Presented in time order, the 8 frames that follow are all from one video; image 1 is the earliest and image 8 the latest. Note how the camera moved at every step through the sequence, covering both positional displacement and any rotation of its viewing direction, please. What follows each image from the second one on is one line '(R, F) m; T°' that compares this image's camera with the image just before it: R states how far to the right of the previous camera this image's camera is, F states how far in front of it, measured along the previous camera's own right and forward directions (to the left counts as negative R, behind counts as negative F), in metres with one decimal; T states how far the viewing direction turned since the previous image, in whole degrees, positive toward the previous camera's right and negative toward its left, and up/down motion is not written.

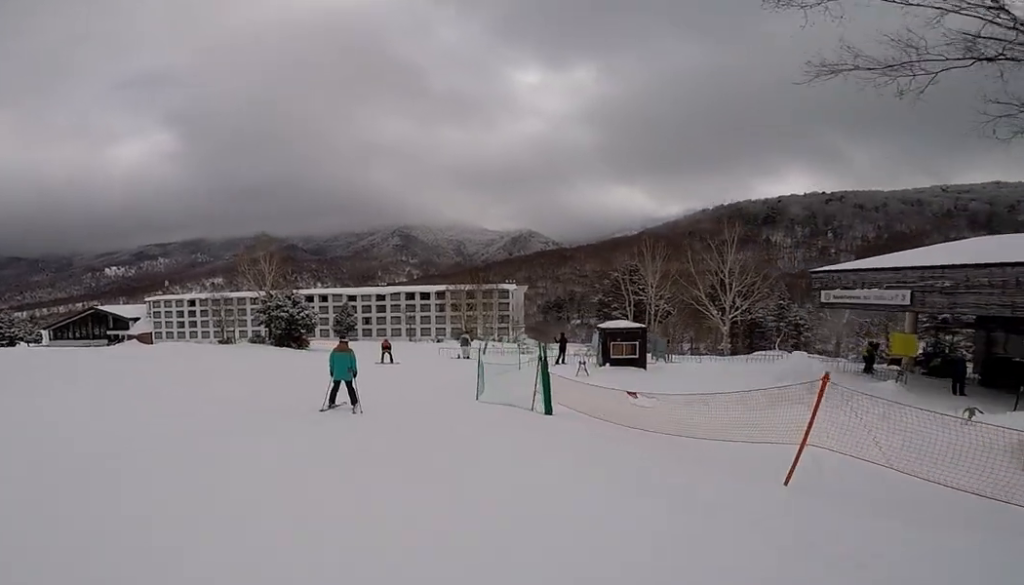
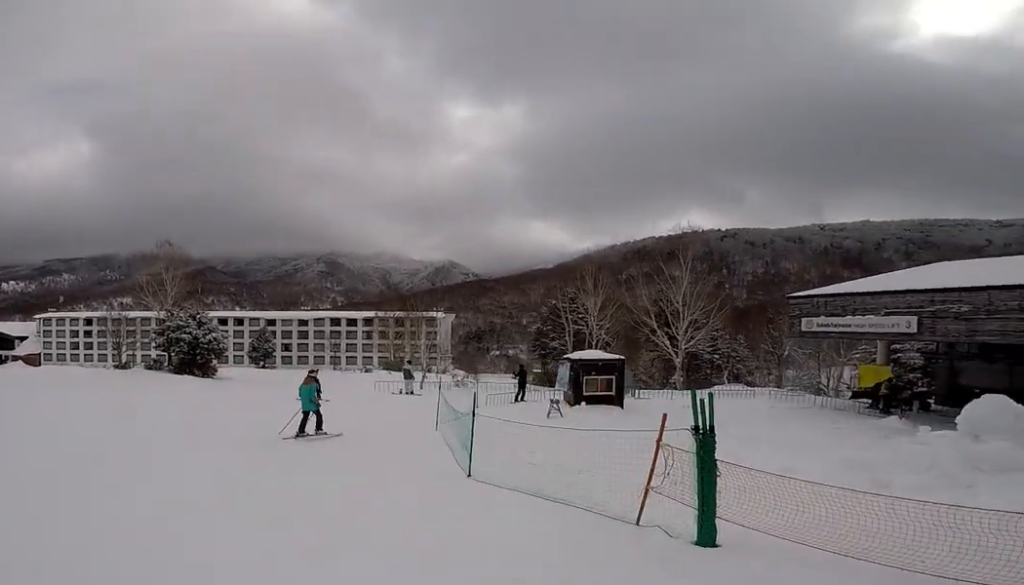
(+0.3, +5.2) m; -6°
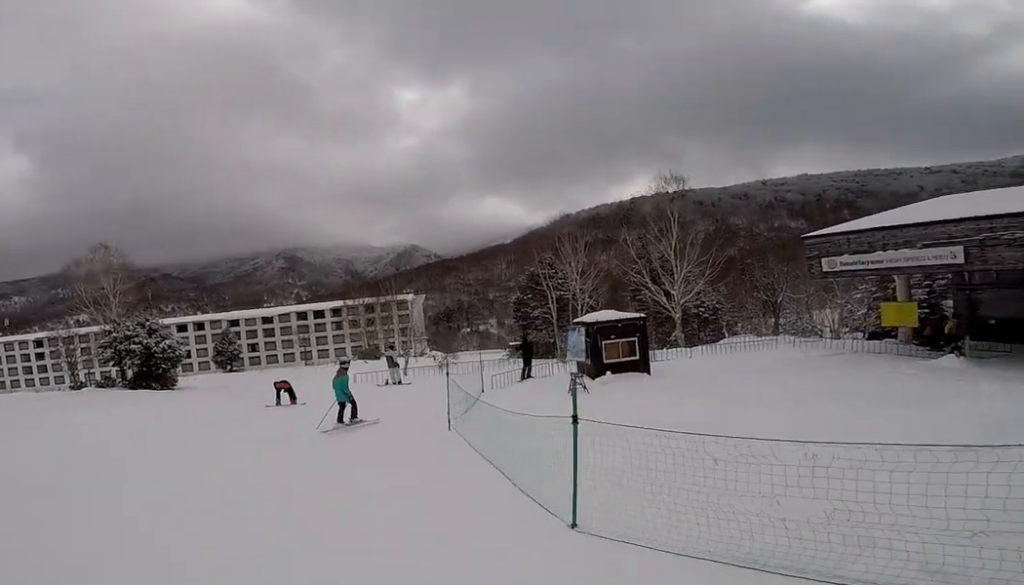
(-0.4, +3.3) m; -1°
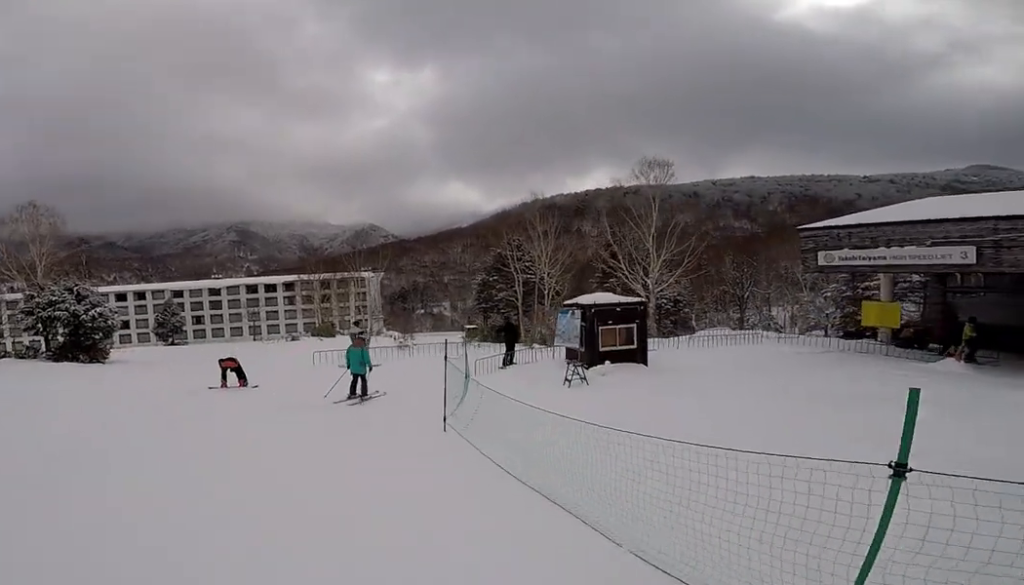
(-0.2, +2.5) m; +12°
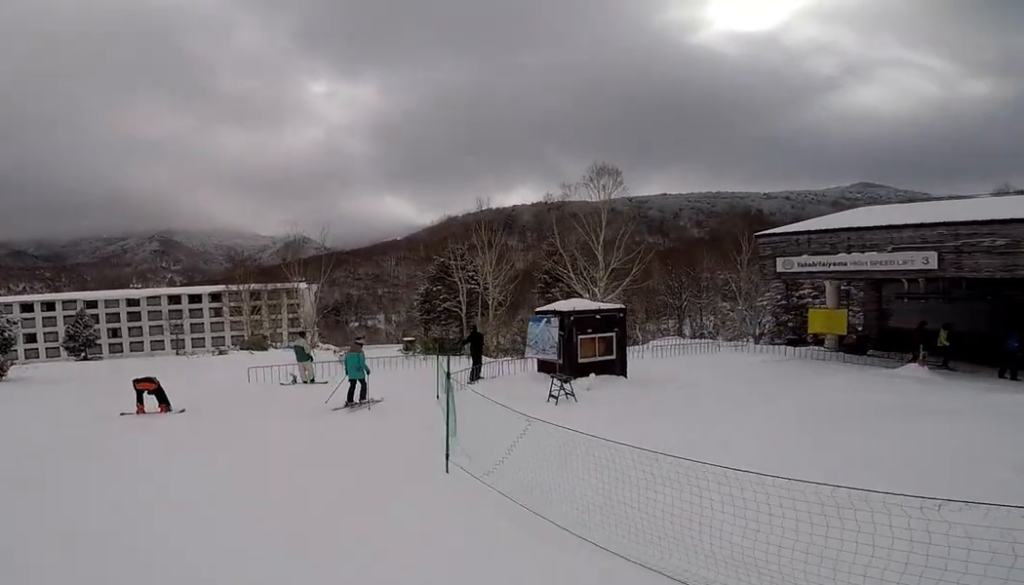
(+0.4, +2.1) m; +7°
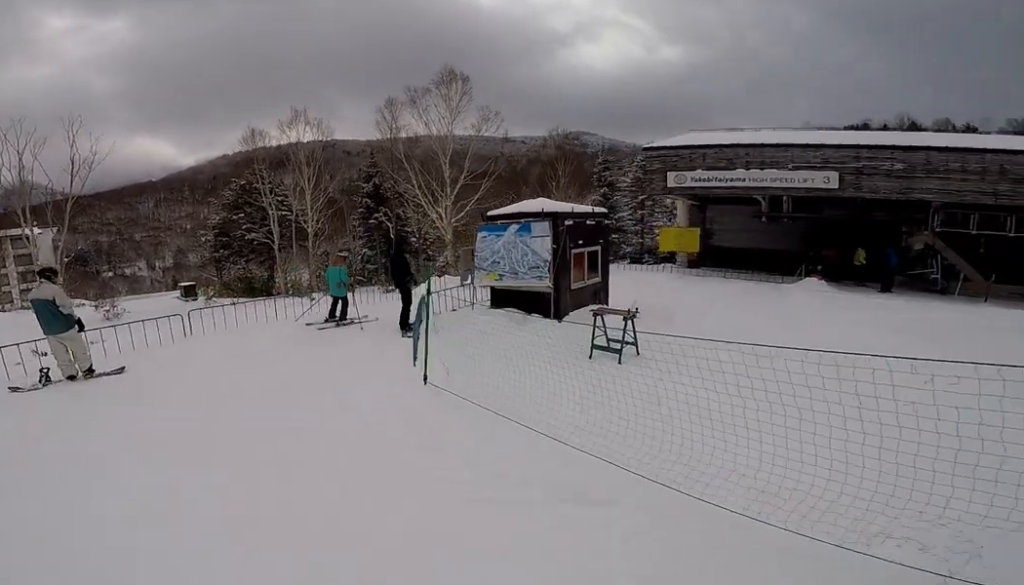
(+0.9, +6.6) m; +11°
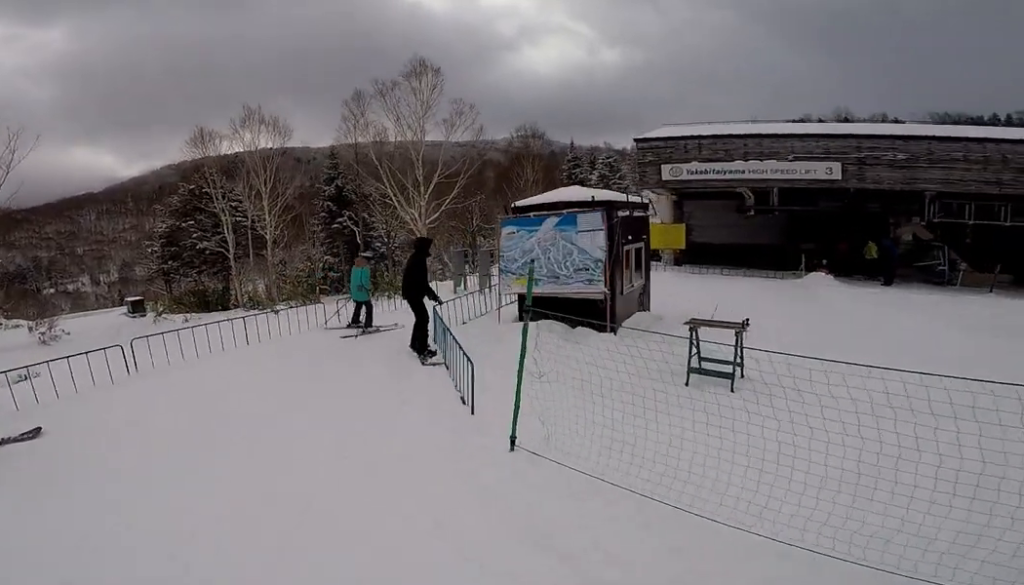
(+0.1, +2.0) m; +9°
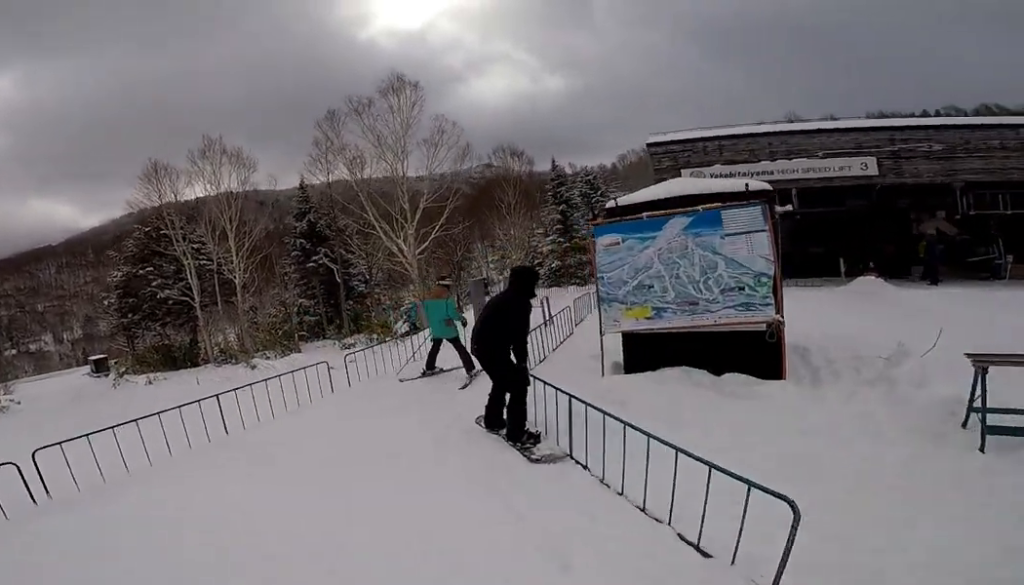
(+0.2, +2.6) m; +18°
